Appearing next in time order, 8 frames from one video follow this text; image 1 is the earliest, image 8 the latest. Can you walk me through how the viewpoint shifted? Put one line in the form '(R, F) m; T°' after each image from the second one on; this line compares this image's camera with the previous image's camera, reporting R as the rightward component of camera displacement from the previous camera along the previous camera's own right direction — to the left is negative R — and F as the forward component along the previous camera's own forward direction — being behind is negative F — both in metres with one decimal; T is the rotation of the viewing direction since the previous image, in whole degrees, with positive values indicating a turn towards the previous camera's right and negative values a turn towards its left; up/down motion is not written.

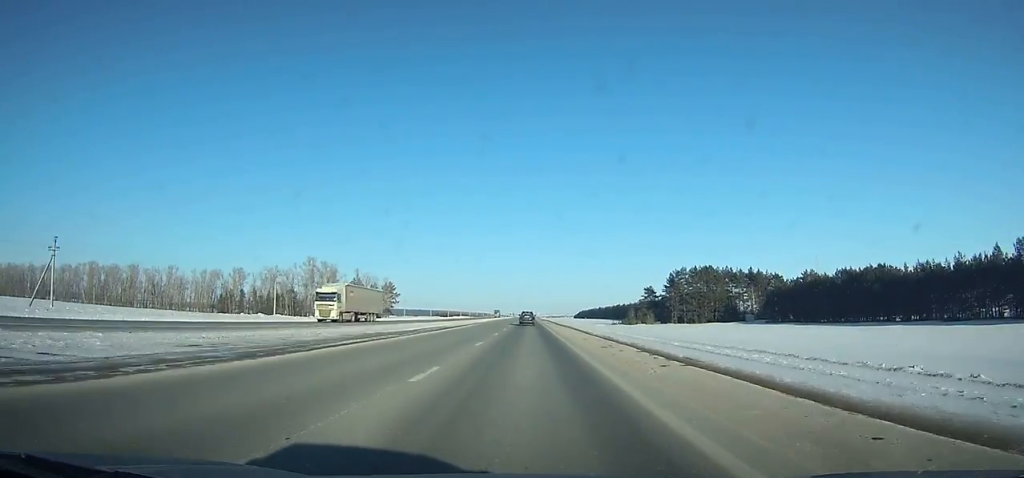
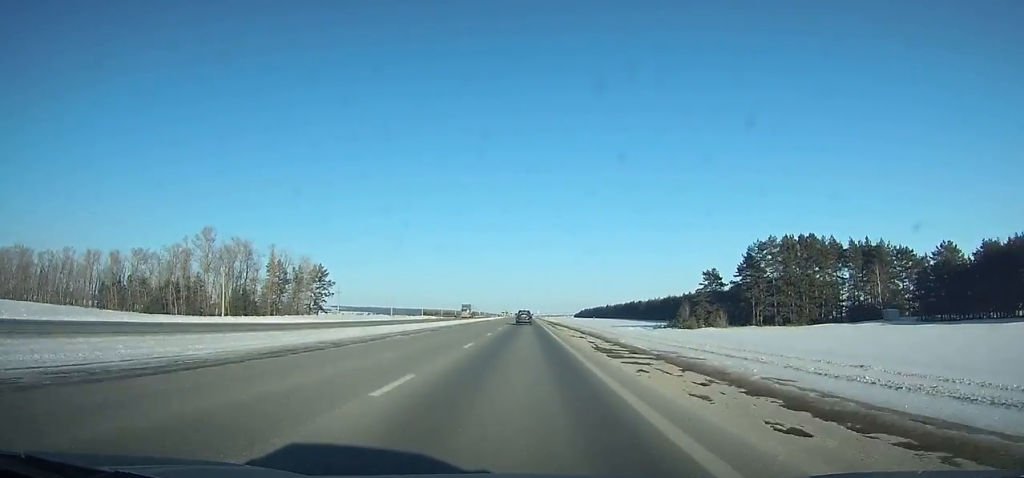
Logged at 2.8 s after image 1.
(+0.1, +72.7) m; 0°
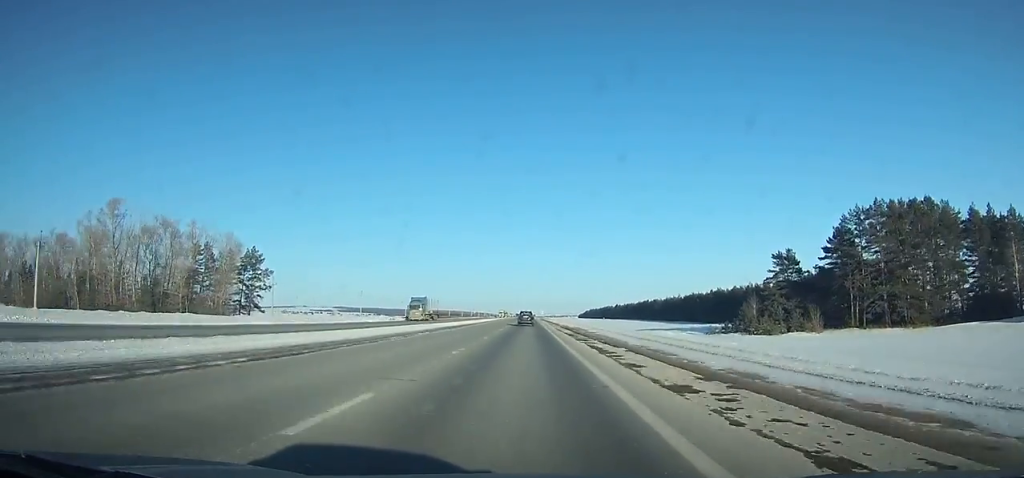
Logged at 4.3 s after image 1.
(0.0, +38.8) m; 0°
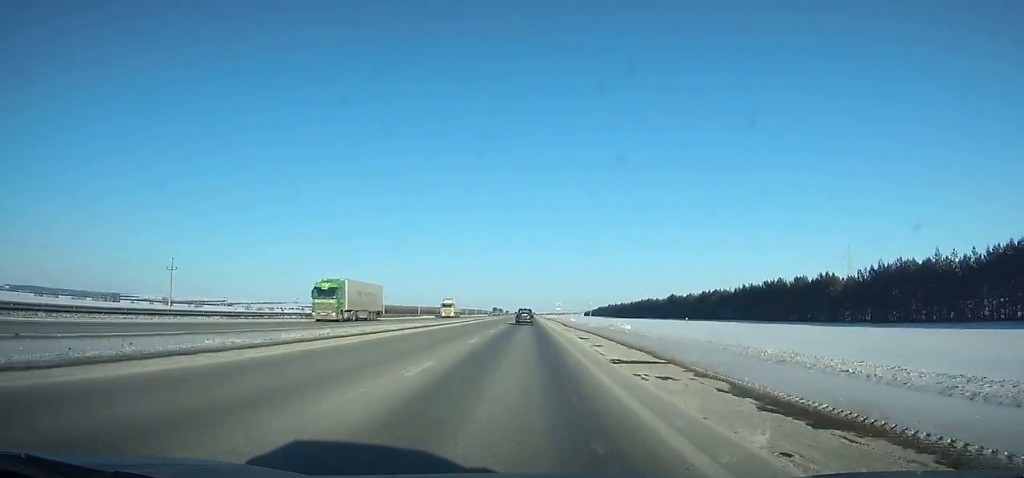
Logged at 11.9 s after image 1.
(+0.8, +194.7) m; 0°
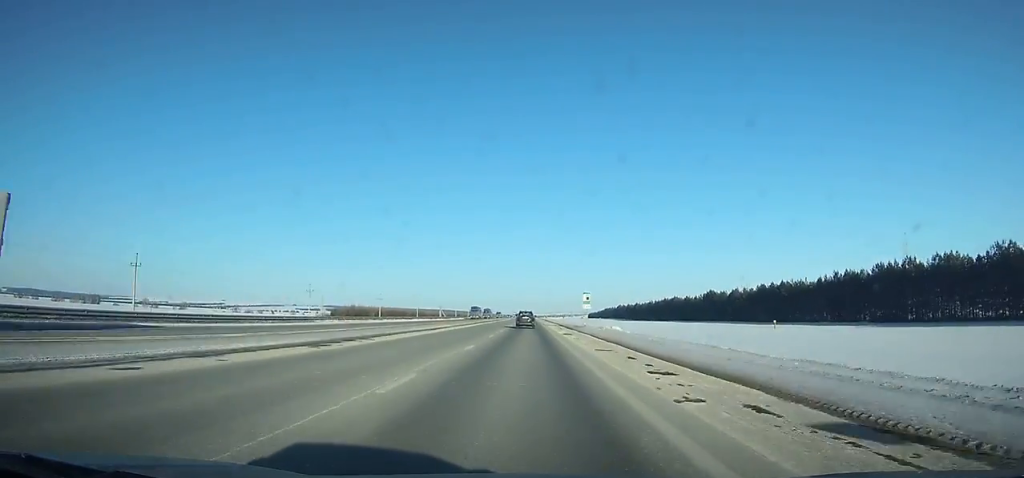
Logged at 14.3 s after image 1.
(-0.1, +61.3) m; 0°
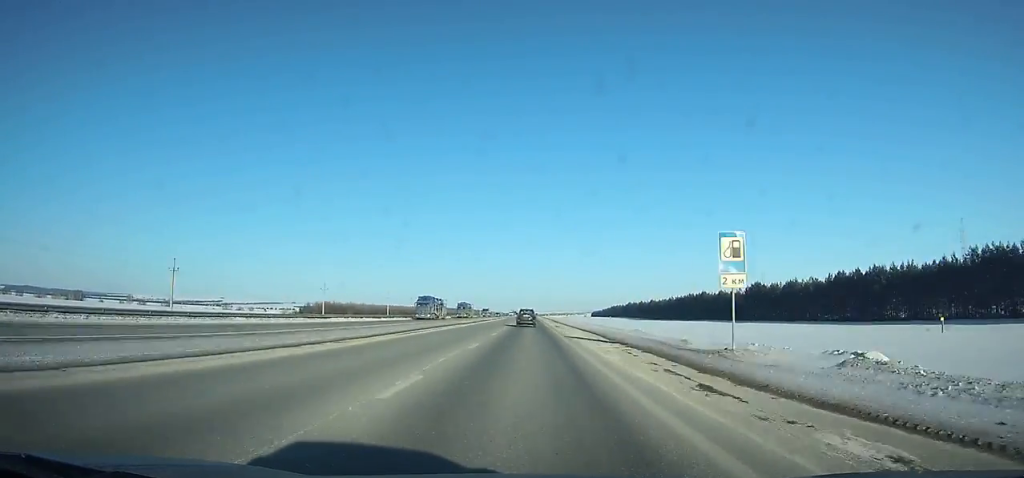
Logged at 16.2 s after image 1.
(-0.1, +48.5) m; 0°
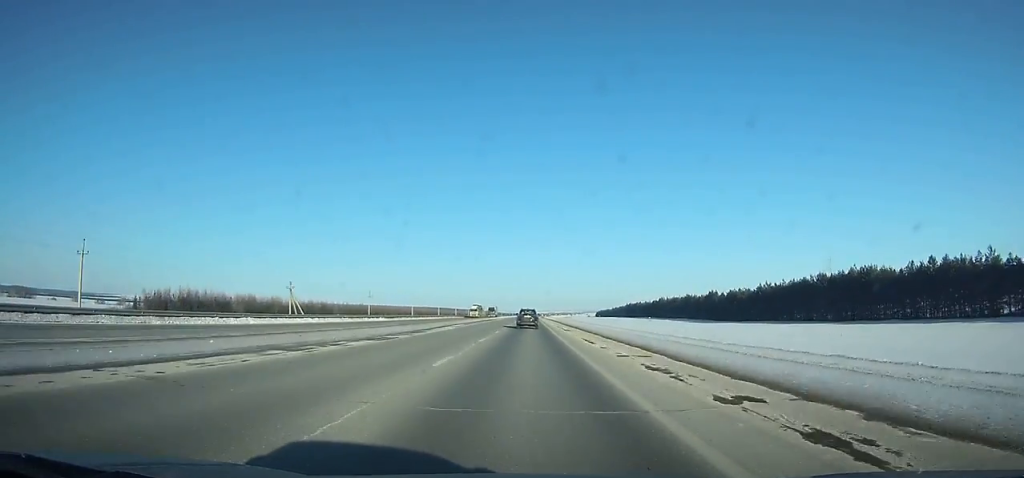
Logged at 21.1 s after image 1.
(+0.2, +125.2) m; 0°
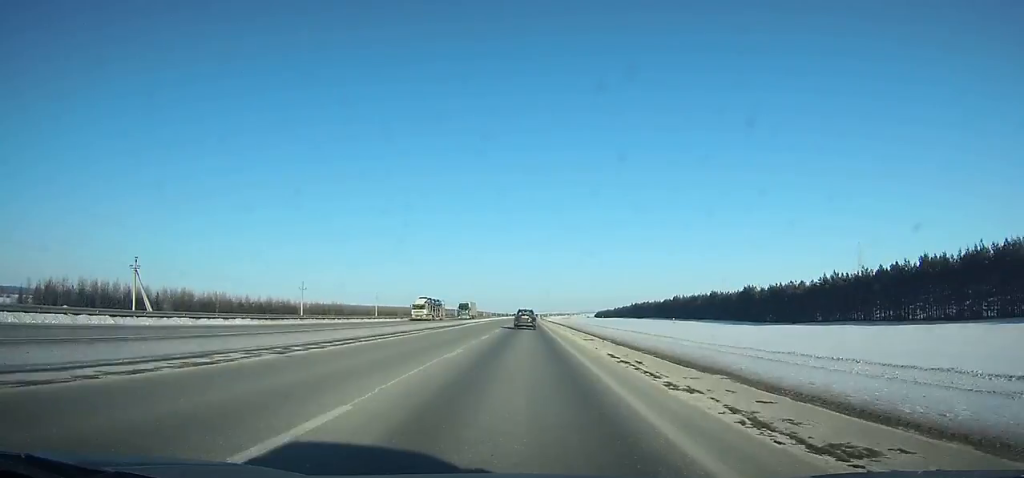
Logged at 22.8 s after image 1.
(+0.1, +43.6) m; 0°
